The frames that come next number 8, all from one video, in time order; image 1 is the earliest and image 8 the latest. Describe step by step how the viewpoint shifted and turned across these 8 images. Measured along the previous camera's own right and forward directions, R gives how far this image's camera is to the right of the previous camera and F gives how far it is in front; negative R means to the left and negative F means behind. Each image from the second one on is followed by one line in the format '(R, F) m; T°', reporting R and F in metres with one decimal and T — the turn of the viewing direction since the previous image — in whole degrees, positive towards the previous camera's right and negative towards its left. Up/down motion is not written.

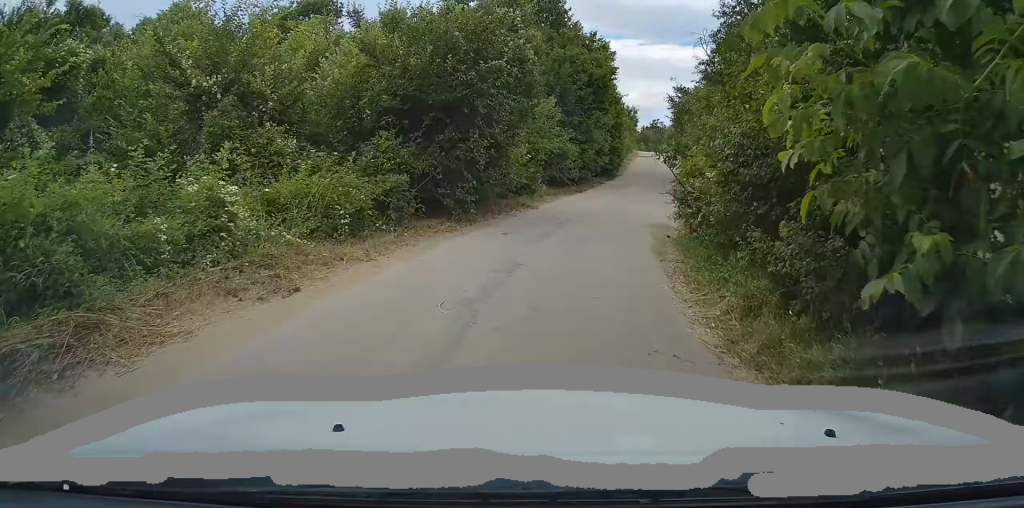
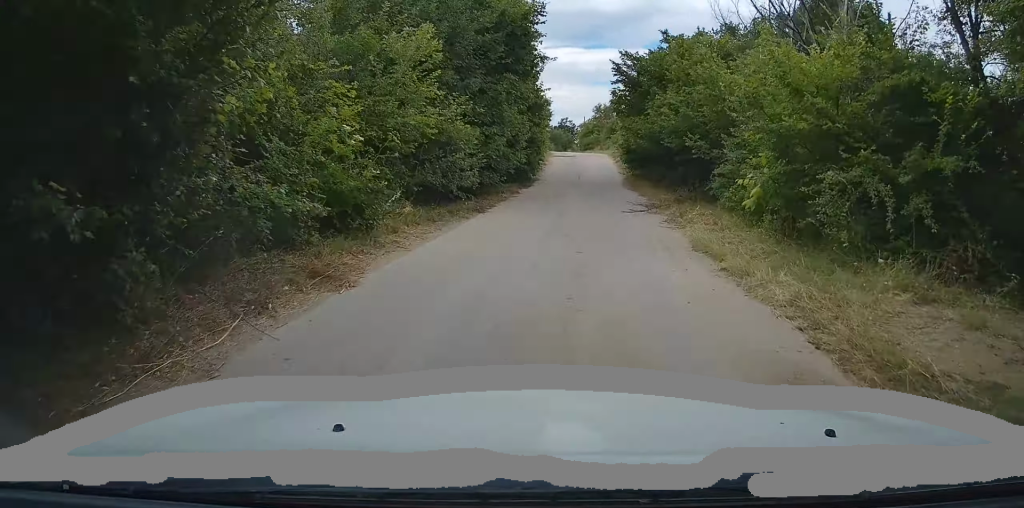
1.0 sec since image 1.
(+0.9, +11.8) m; +6°
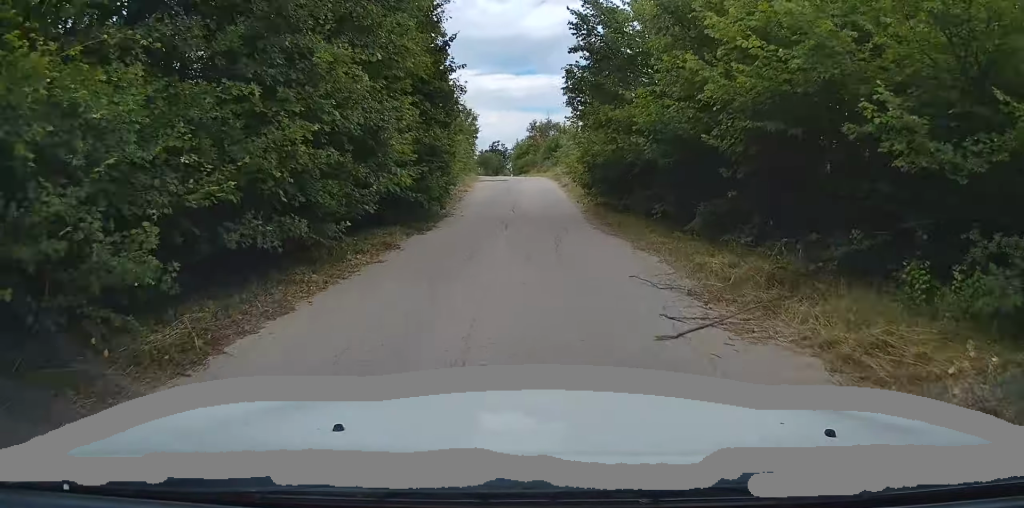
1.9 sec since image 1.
(+0.3, +10.7) m; +3°
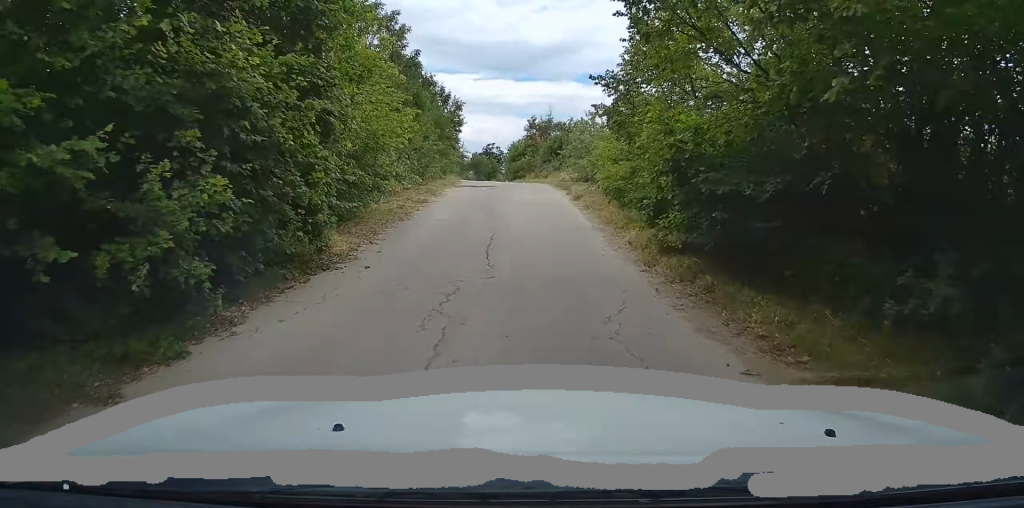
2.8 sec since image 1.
(+0.3, +10.7) m; +2°
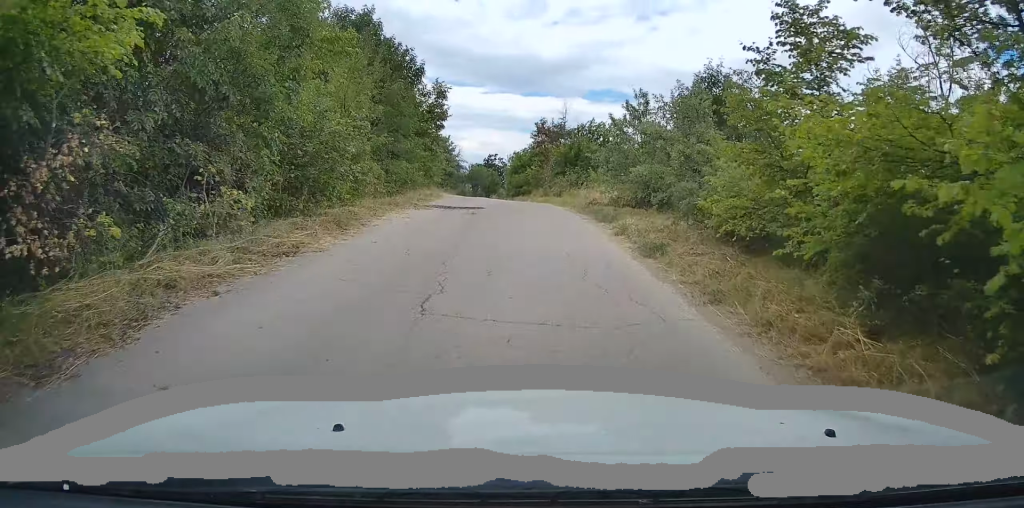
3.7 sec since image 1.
(0.0, +11.4) m; +1°
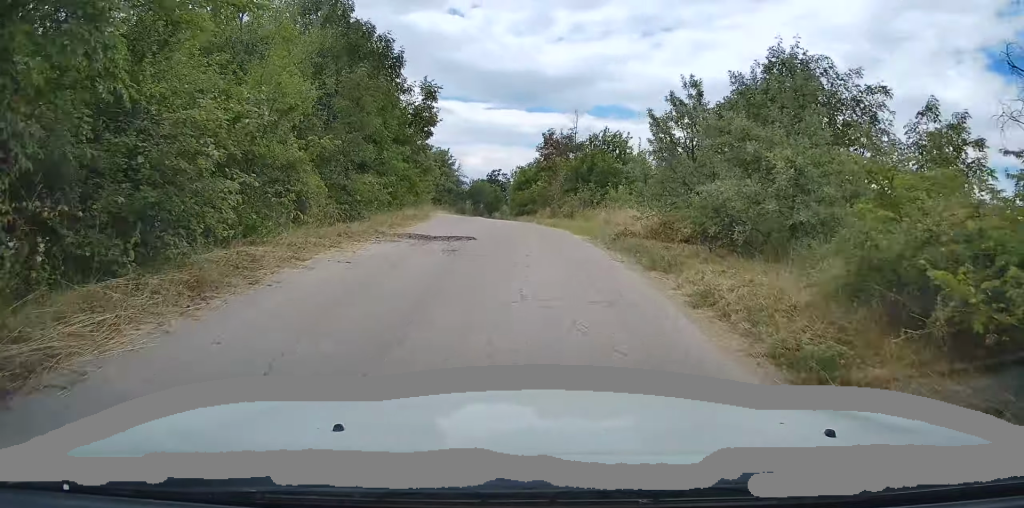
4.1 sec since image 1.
(+0.1, +5.0) m; -1°
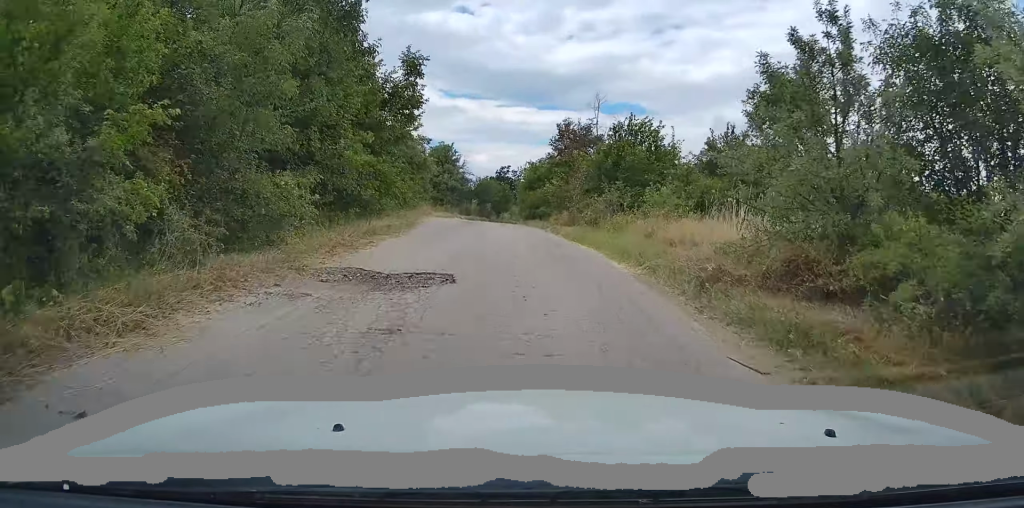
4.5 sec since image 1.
(+0.1, +5.8) m; -1°
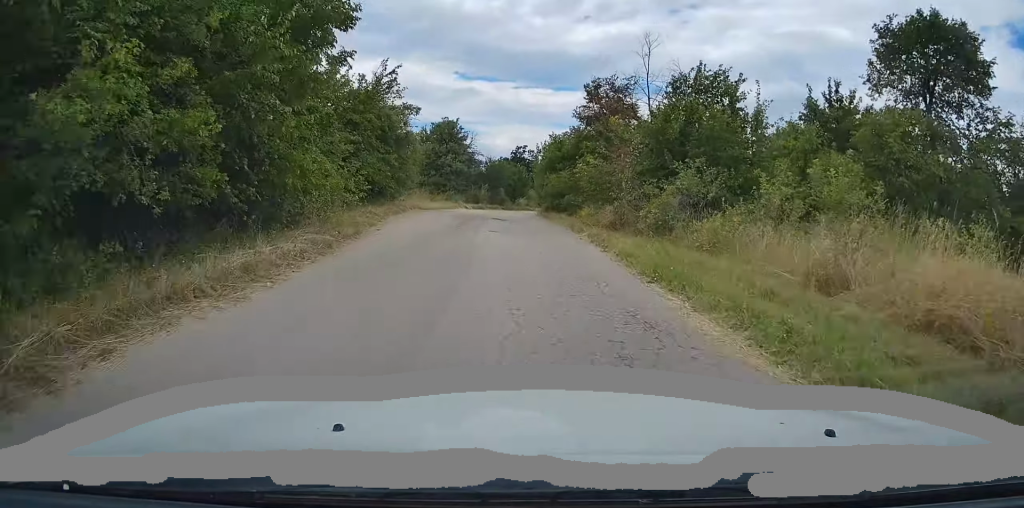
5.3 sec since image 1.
(-0.3, +9.0) m; -2°
